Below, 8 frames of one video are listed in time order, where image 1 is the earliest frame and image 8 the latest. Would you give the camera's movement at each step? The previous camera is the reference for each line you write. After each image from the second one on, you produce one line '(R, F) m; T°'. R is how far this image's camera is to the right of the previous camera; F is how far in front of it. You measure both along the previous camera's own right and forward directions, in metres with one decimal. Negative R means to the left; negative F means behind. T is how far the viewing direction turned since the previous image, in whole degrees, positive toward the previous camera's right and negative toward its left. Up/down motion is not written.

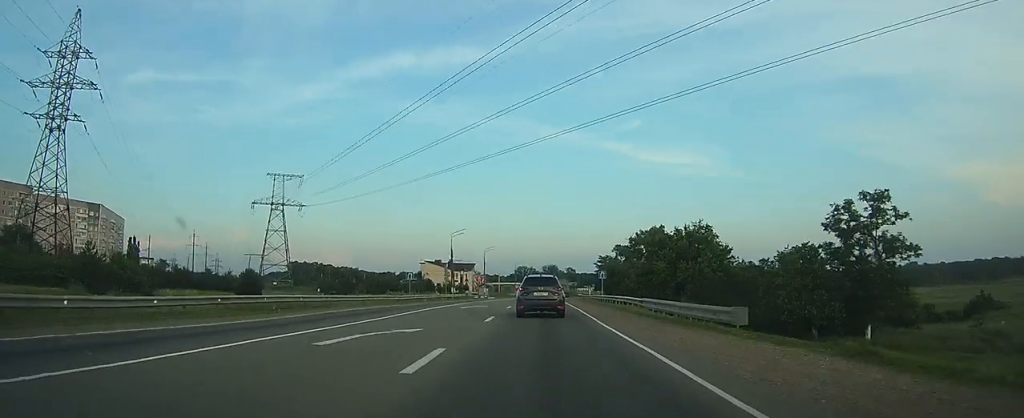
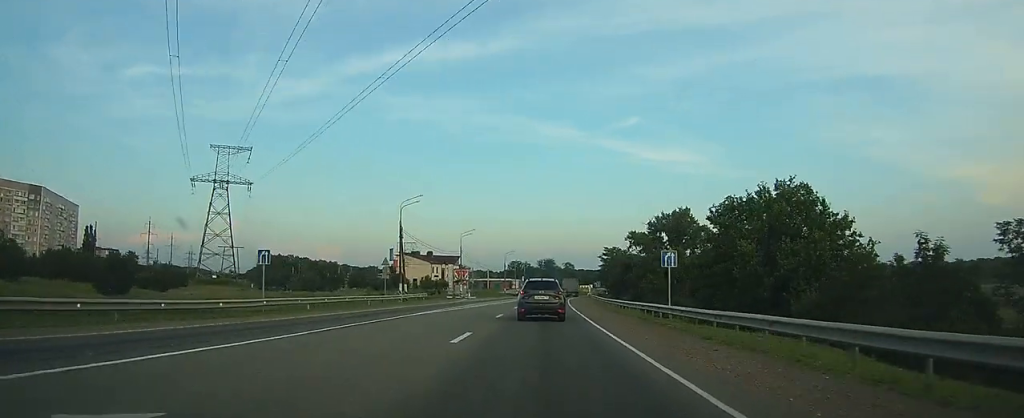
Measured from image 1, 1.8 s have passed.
(+0.4, +31.6) m; +1°
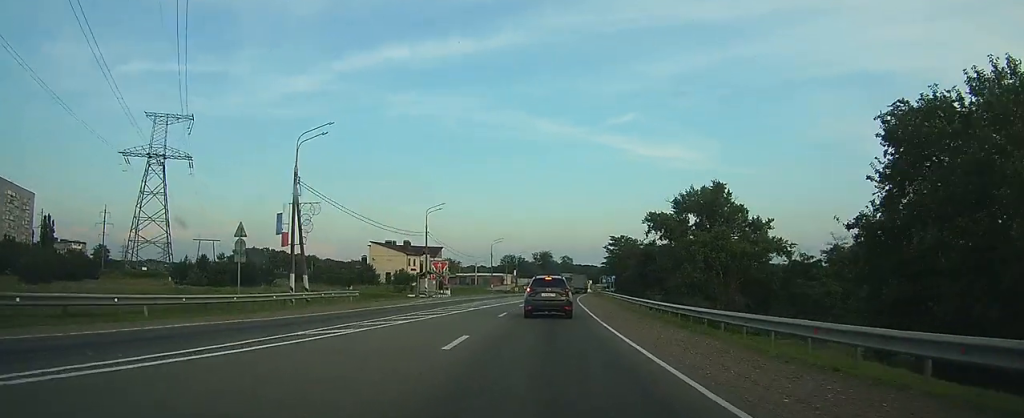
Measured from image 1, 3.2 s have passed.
(0.0, +26.1) m; 0°
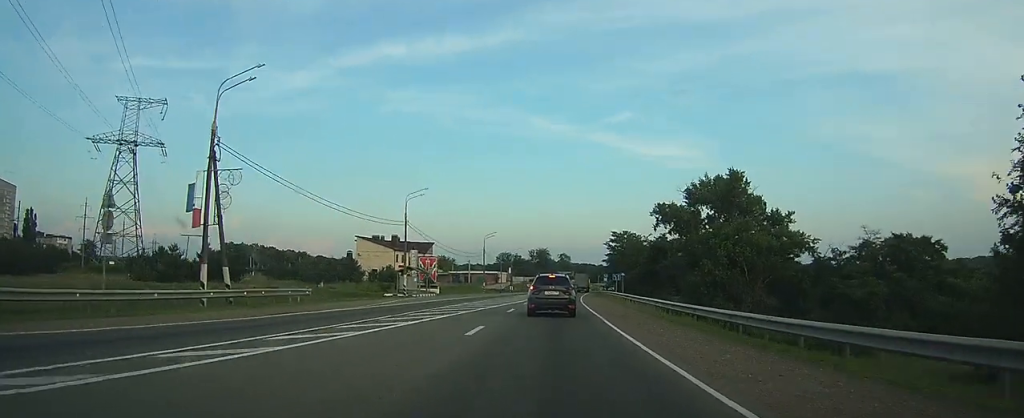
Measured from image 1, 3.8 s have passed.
(0.0, +9.4) m; 0°
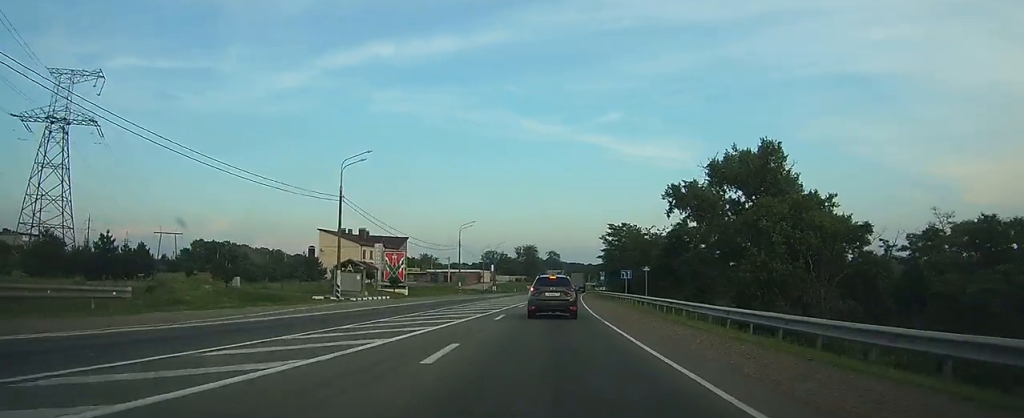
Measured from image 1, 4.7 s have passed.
(0.0, +16.9) m; +1°
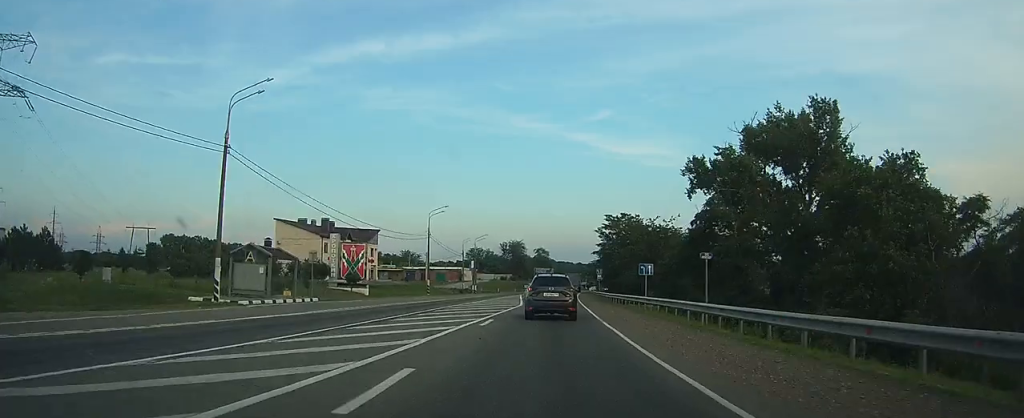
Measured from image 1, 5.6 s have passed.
(+0.1, +15.5) m; +1°
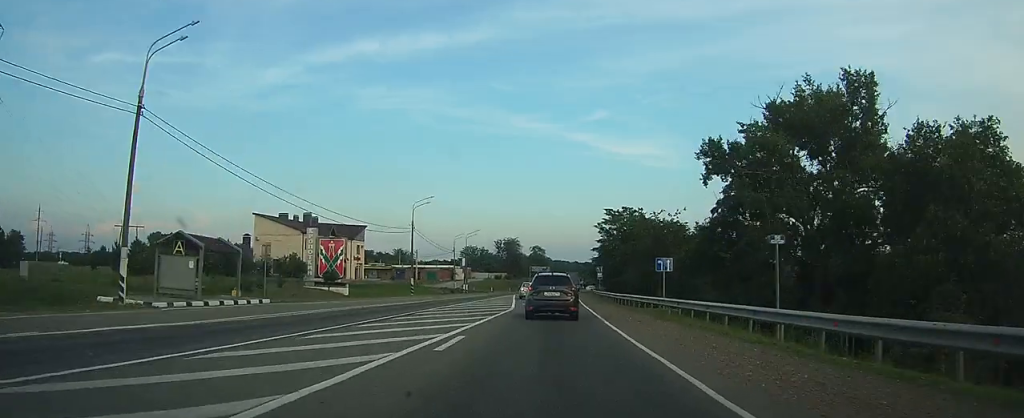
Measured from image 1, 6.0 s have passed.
(+0.1, +6.8) m; 0°
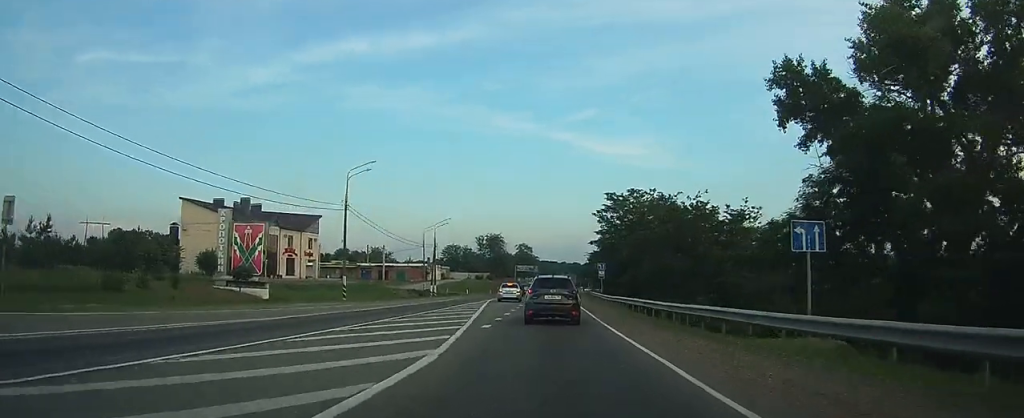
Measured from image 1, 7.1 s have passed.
(+0.1, +18.6) m; +1°
